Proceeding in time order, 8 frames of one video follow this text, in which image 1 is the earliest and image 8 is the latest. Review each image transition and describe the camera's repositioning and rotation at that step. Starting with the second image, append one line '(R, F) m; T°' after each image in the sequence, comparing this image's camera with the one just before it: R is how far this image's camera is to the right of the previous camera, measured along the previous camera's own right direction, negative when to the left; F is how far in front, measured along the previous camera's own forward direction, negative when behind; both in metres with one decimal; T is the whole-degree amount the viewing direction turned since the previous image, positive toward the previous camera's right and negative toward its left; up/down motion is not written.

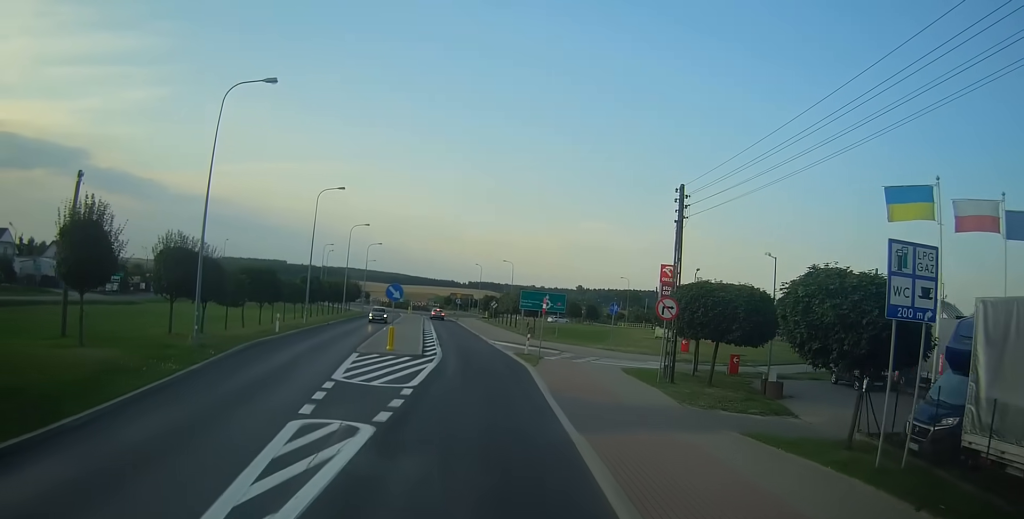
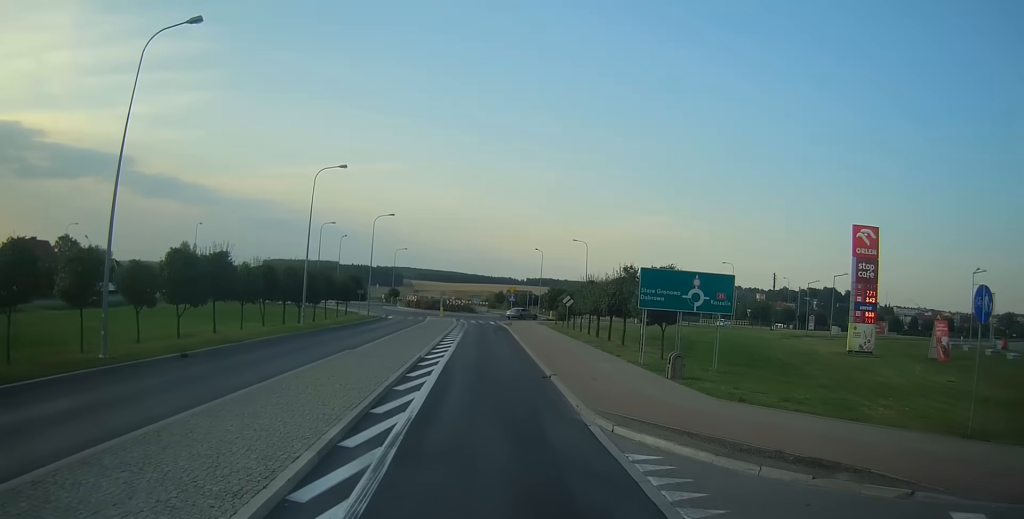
(-1.0, +32.5) m; -4°
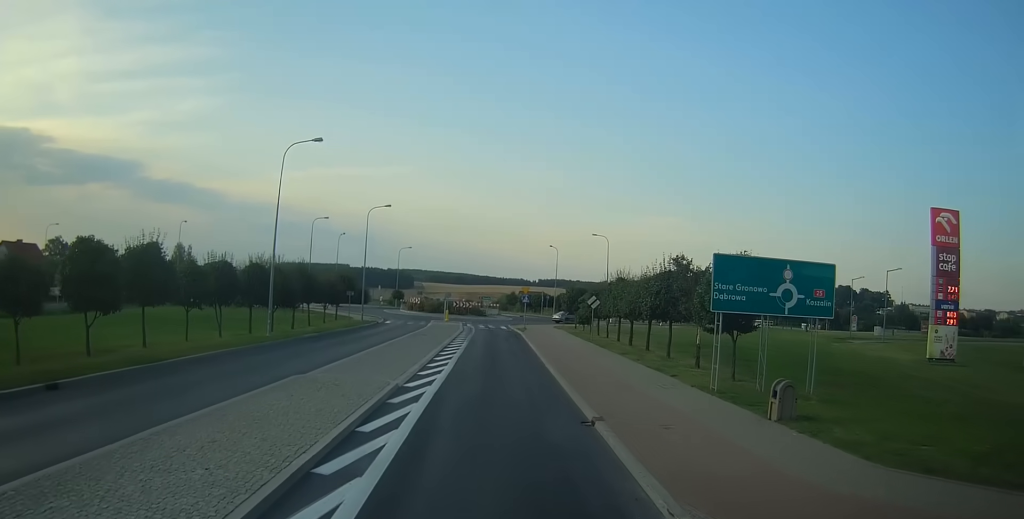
(-0.1, +7.7) m; -1°
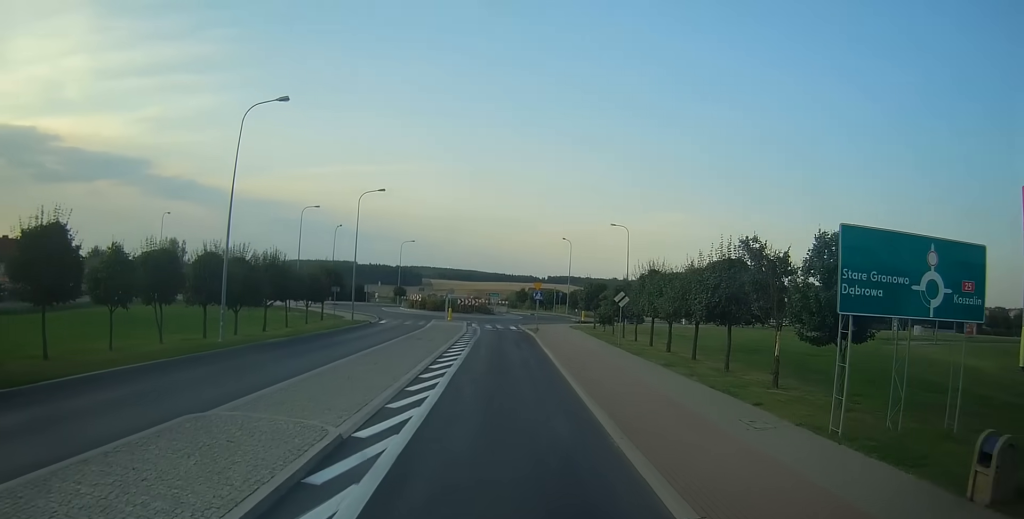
(-0.1, +6.7) m; -1°
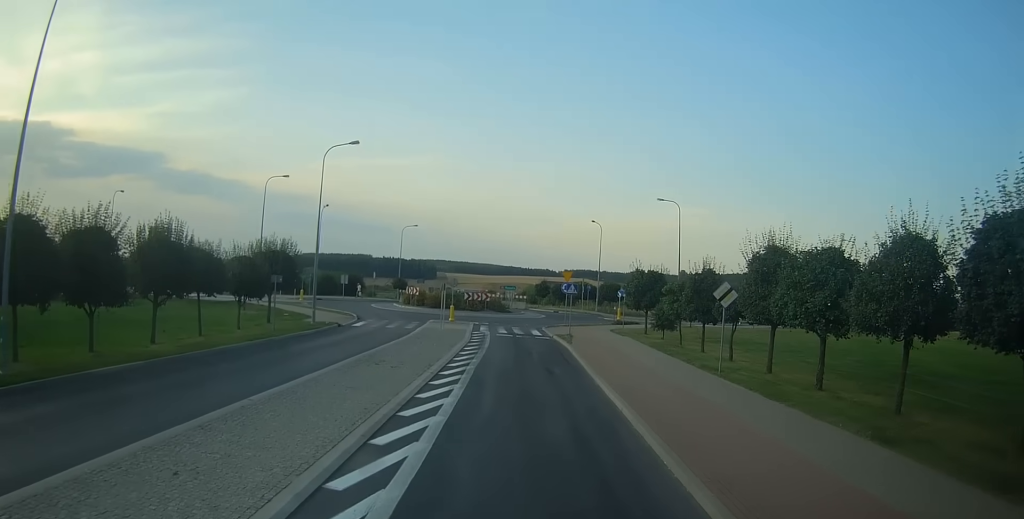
(-0.1, +13.6) m; 0°
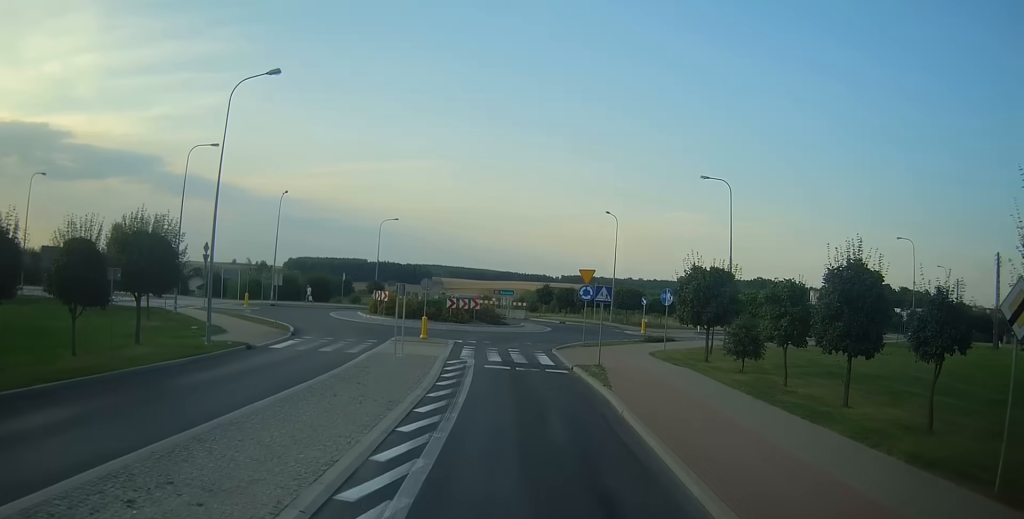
(+0.1, +12.1) m; +1°
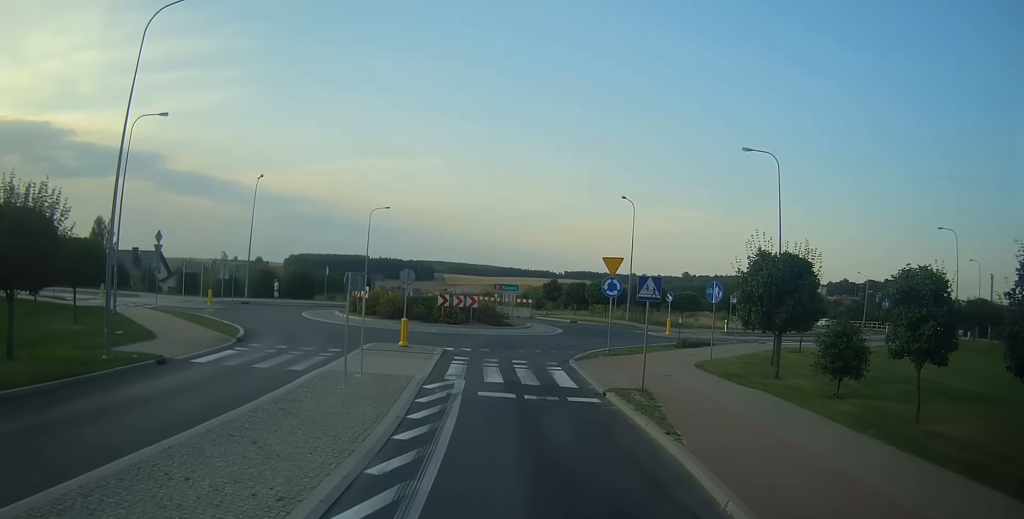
(0.0, +6.5) m; +1°
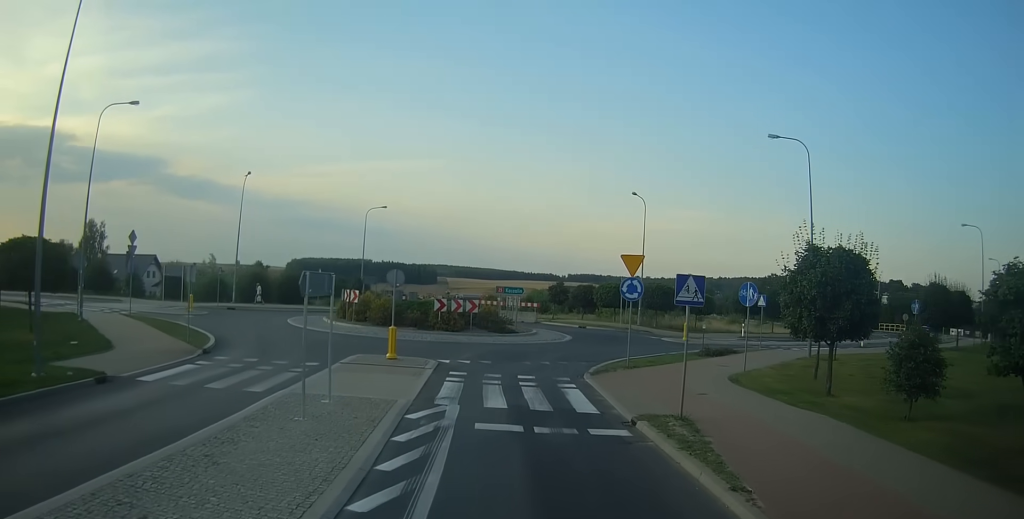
(0.0, +2.9) m; 0°
